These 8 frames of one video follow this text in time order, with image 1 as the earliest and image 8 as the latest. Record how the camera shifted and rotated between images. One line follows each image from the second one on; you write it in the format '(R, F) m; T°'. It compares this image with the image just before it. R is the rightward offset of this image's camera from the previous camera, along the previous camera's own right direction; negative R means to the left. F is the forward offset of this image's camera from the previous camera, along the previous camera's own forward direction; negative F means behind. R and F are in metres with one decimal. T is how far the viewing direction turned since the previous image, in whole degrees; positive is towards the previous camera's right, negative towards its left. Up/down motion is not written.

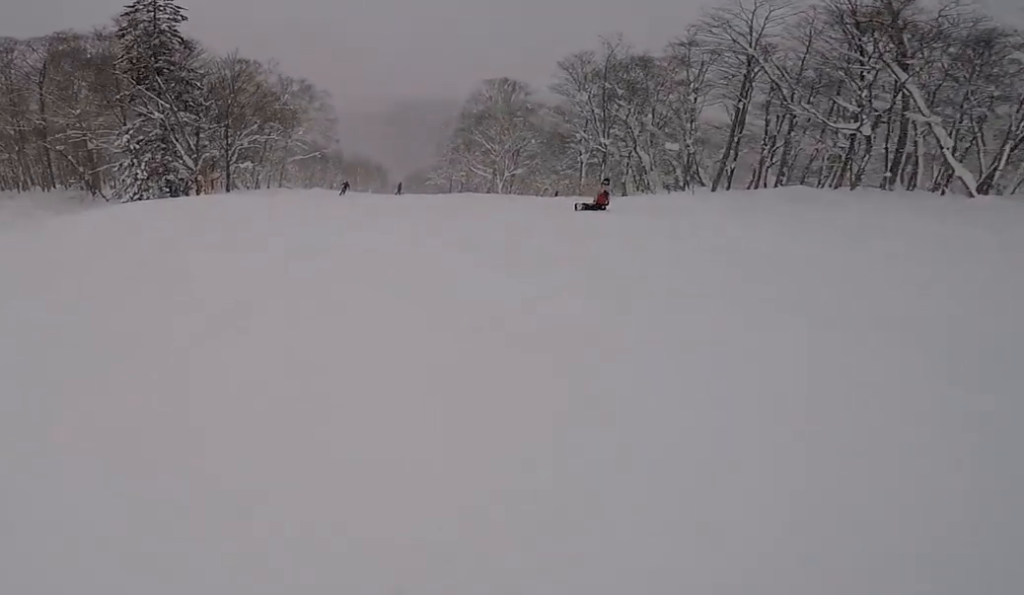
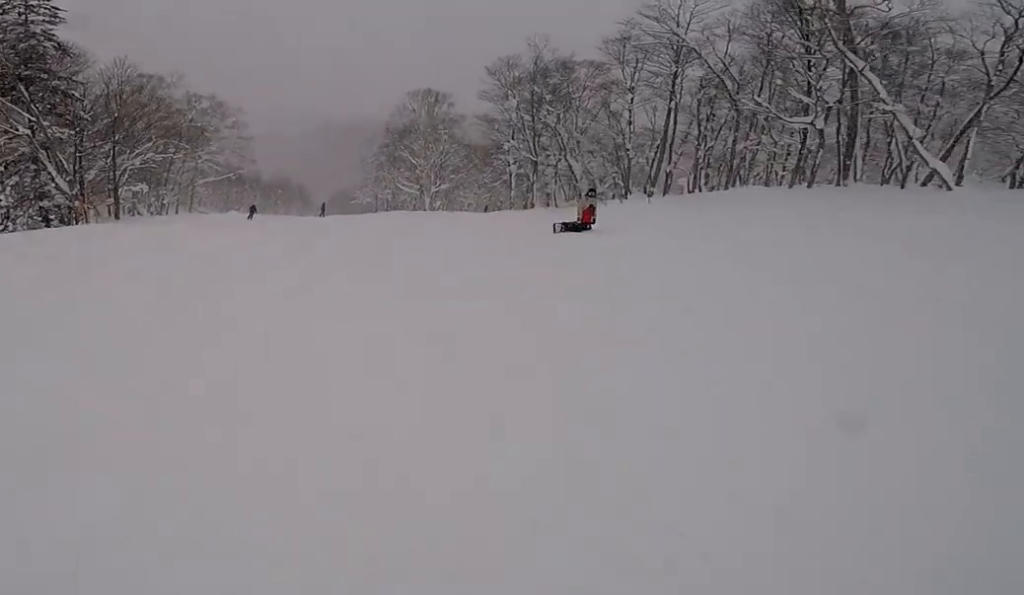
(+0.1, +4.4) m; +8°
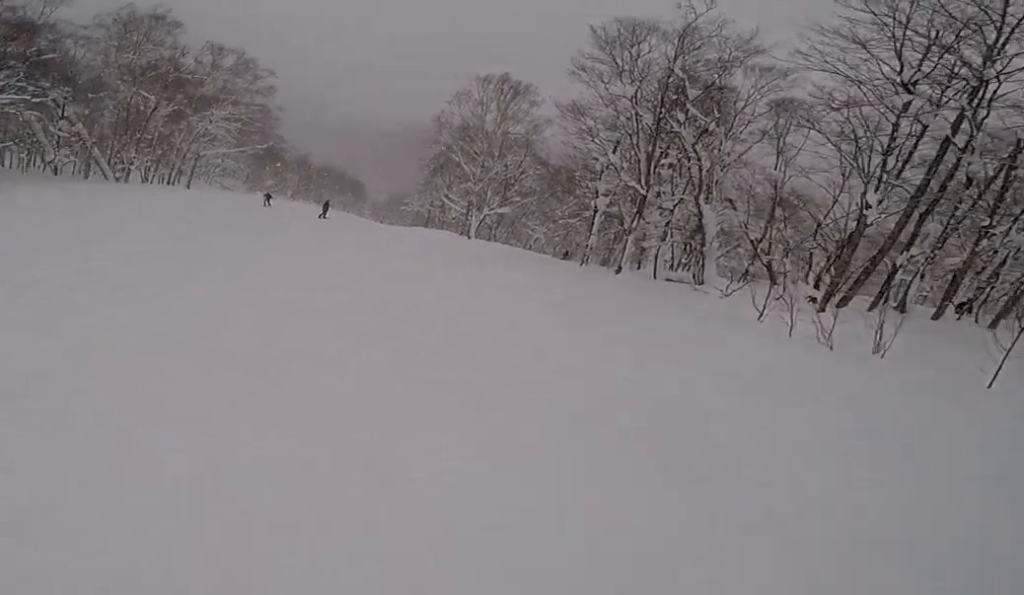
(+3.8, +15.2) m; +3°
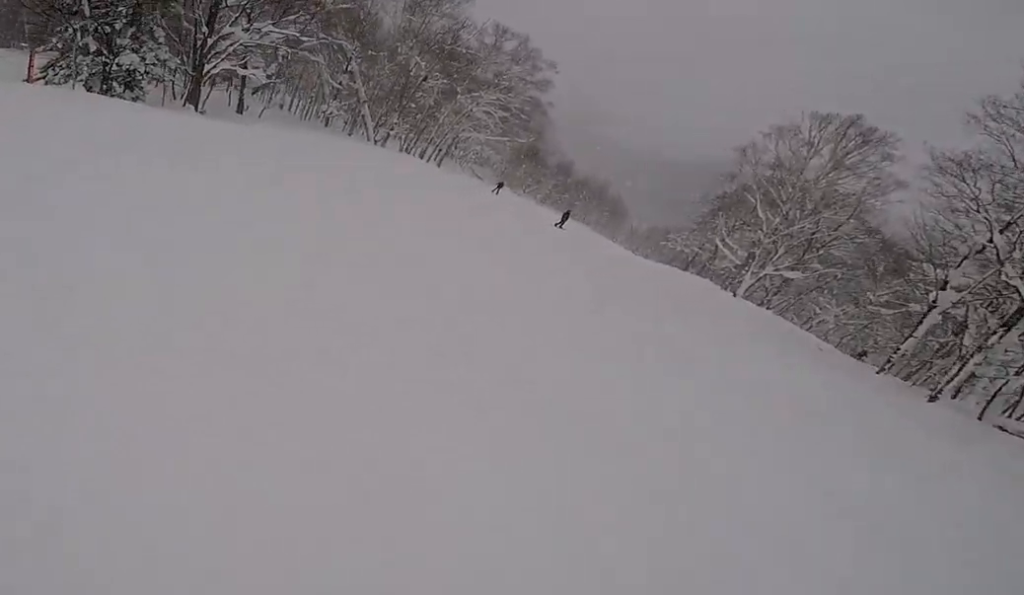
(-0.5, +3.3) m; -25°
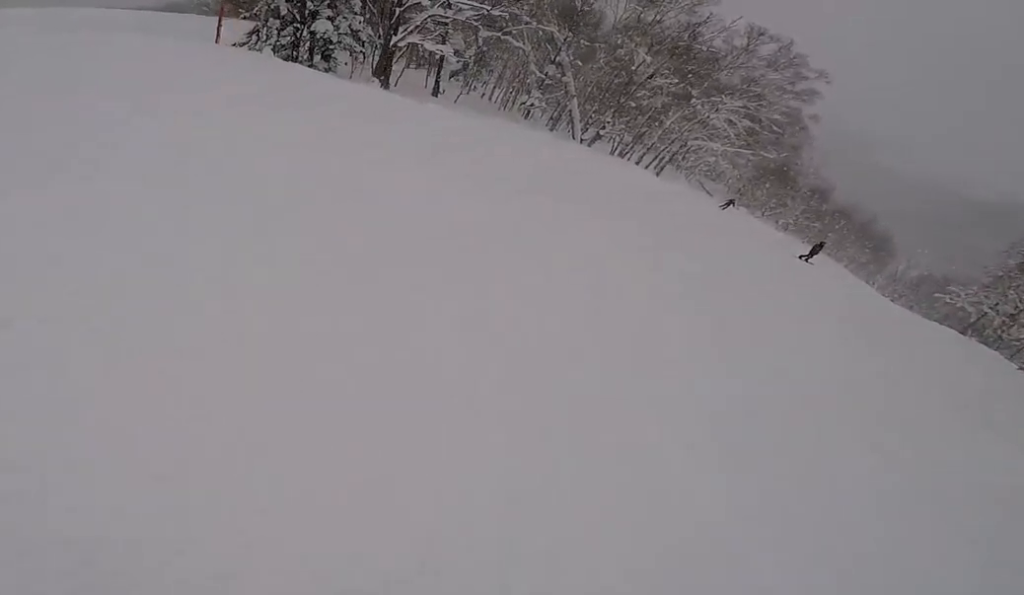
(-0.5, +2.7) m; -14°
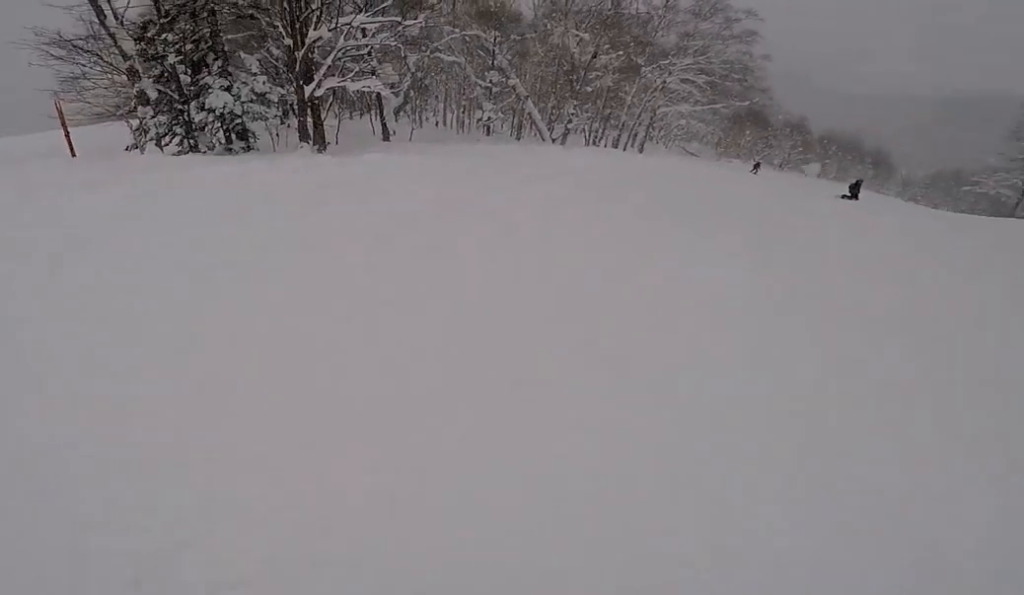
(-1.4, +4.7) m; -5°
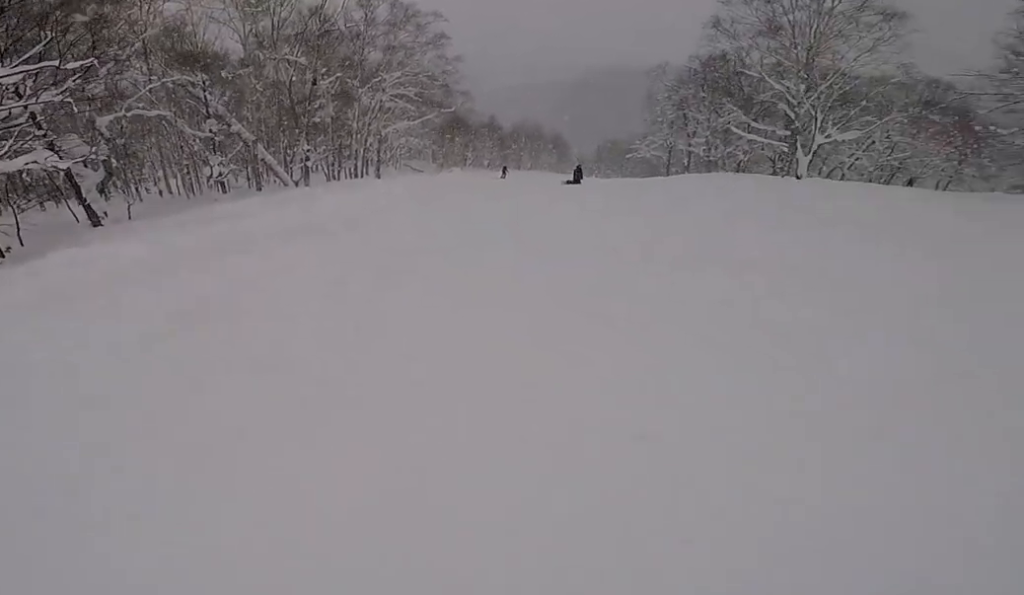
(+0.4, +3.3) m; +17°
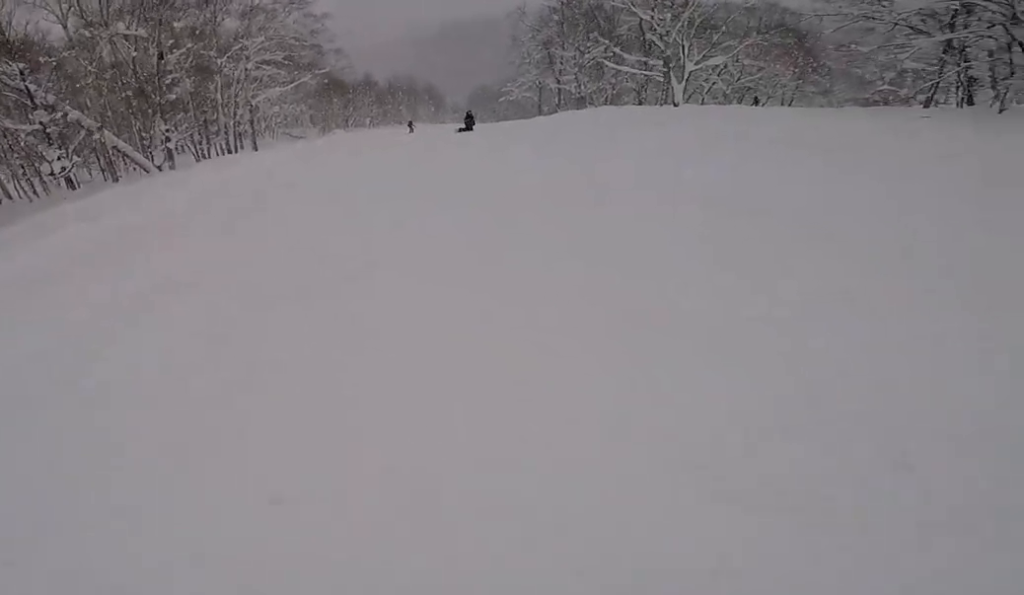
(+0.1, +2.3) m; +10°
